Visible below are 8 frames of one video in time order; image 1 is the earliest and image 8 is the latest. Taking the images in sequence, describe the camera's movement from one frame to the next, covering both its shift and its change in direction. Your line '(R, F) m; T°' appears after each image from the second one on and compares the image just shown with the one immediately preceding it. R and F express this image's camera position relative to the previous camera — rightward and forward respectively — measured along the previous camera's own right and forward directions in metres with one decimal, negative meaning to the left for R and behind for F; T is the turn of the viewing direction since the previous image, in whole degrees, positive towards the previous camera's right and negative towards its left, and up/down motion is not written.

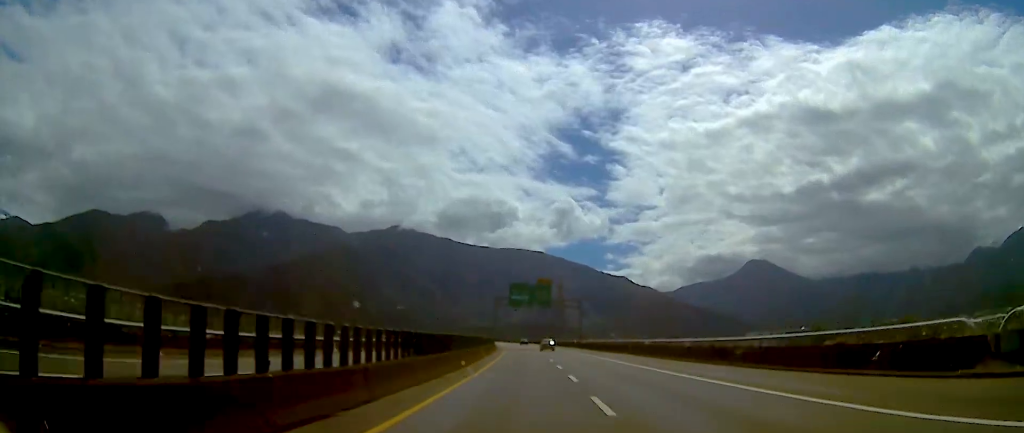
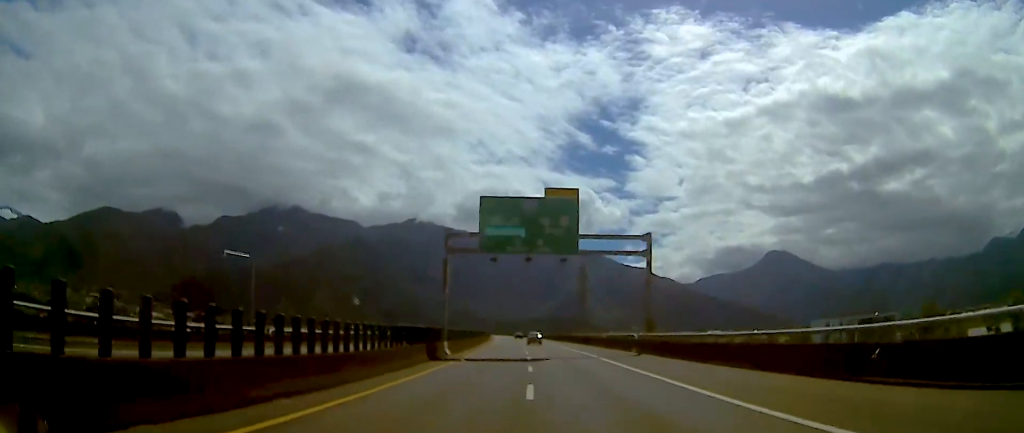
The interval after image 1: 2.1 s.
(-0.3, +54.4) m; -2°
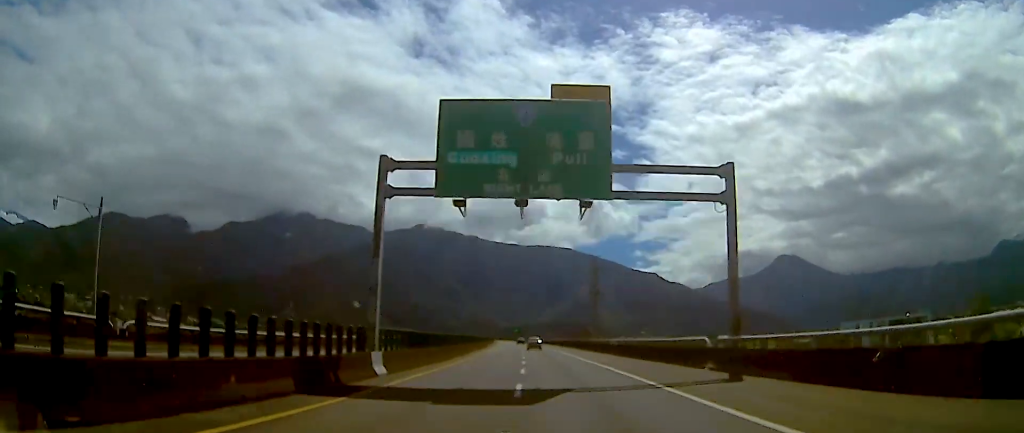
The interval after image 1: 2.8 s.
(-0.4, +17.8) m; -2°
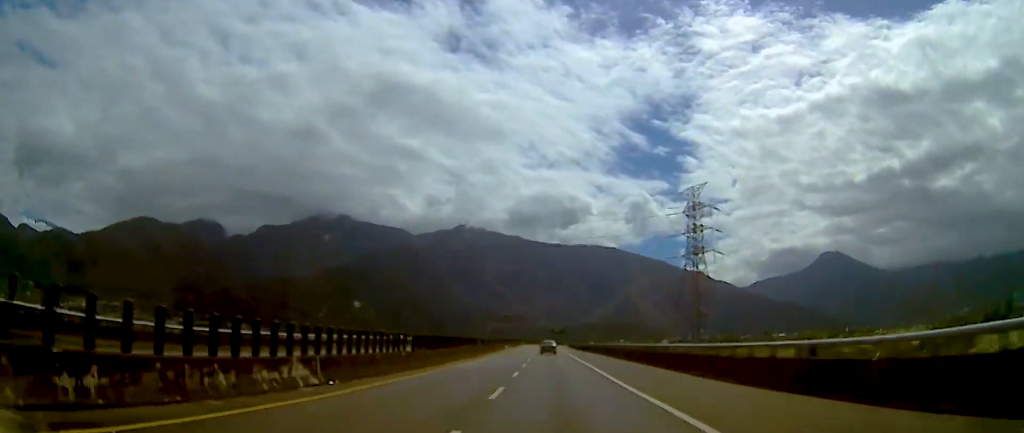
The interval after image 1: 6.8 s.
(-0.8, +109.0) m; 0°
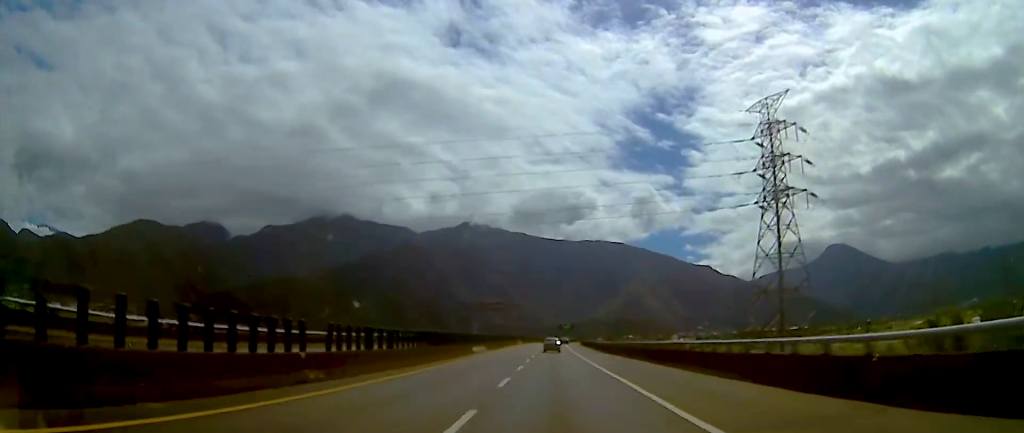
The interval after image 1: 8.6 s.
(-2.4, +49.5) m; -3°
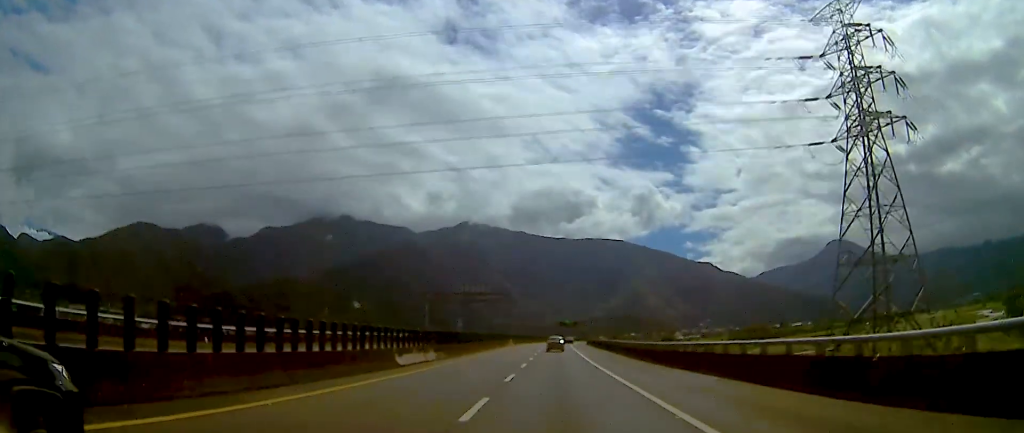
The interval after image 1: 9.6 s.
(-0.1, +27.8) m; 0°
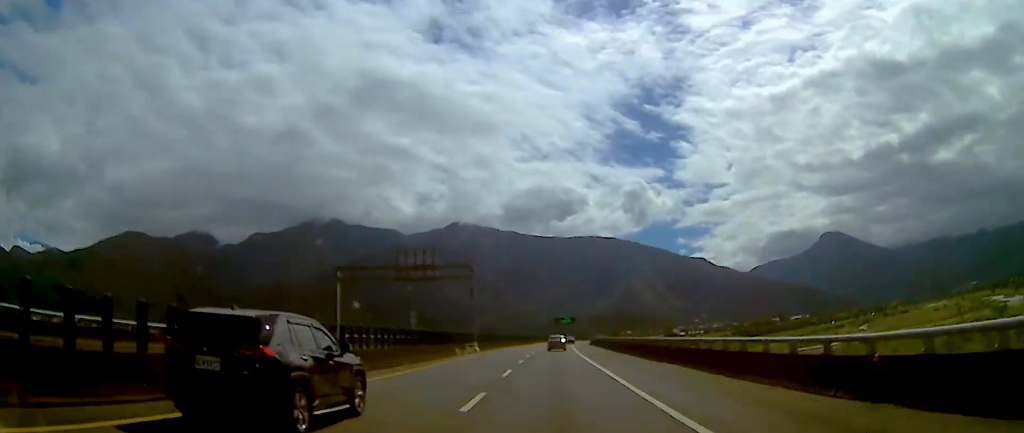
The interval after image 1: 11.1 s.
(-0.1, +41.5) m; 0°
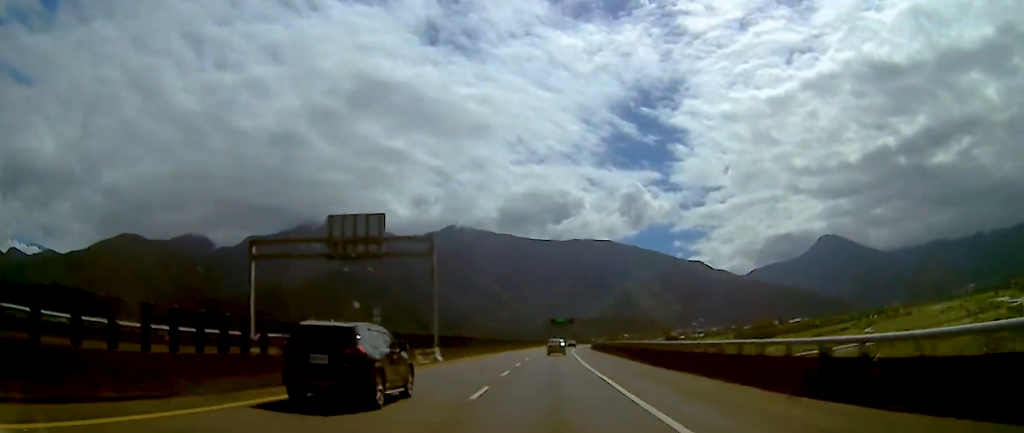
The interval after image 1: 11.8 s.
(-0.1, +19.3) m; 0°
